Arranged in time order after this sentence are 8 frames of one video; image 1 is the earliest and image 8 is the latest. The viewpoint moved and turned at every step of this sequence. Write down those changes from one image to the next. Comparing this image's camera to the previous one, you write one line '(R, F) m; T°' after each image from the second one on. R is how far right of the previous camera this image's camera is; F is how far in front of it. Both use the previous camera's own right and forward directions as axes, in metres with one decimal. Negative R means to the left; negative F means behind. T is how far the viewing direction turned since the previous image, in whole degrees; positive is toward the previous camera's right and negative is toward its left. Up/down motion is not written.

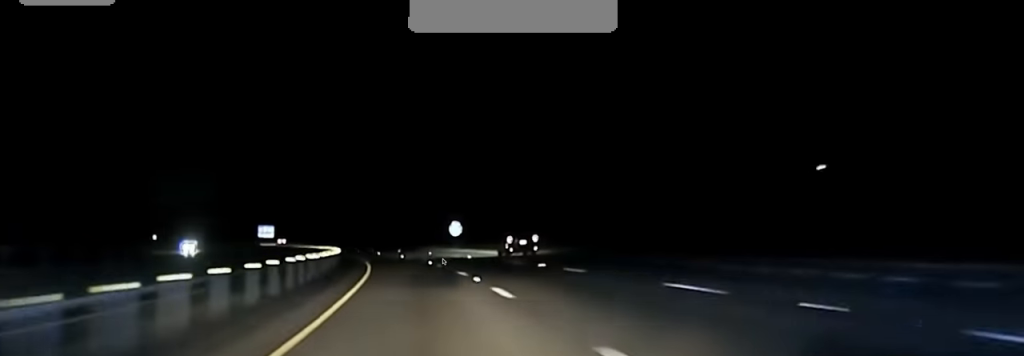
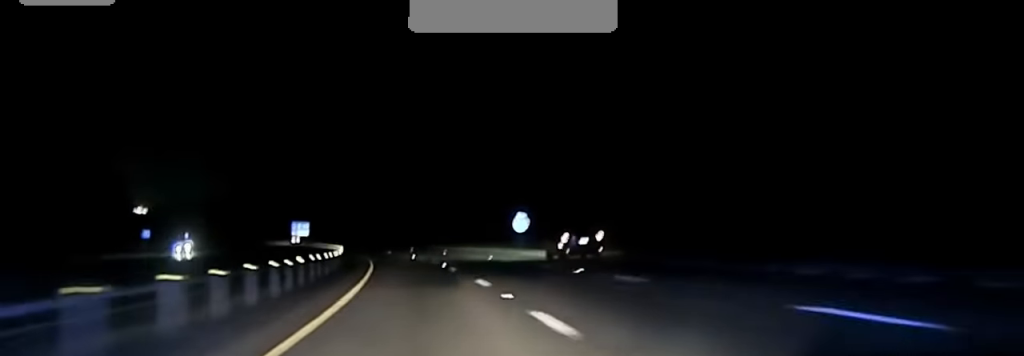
(-0.5, +30.6) m; -3°
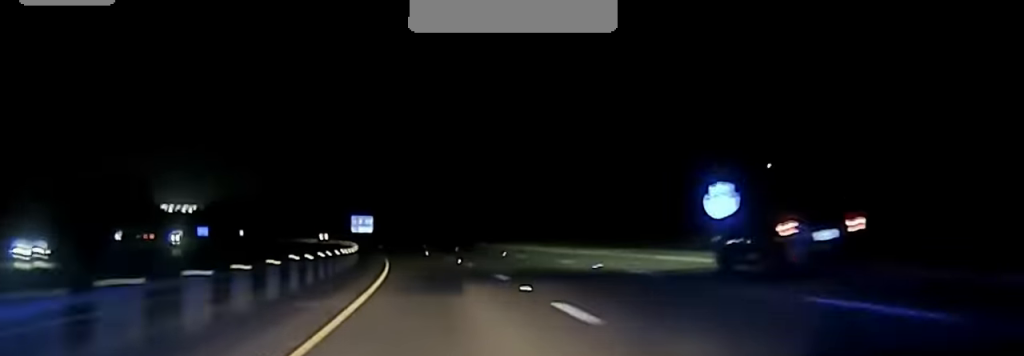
(-2.1, +44.9) m; -5°
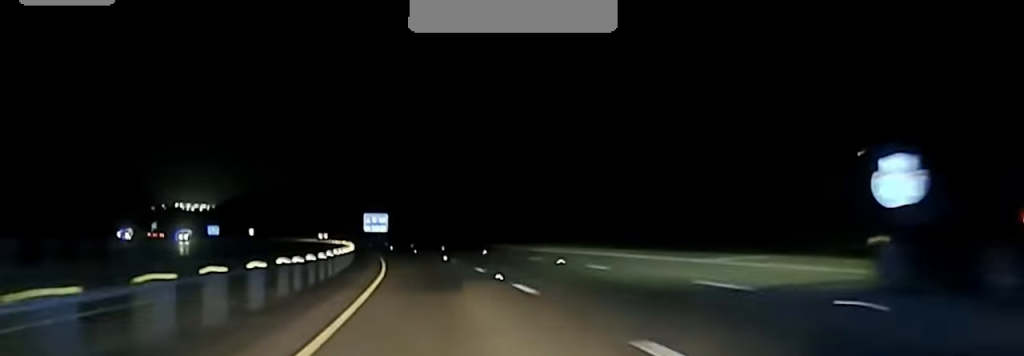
(-0.2, +20.5) m; -2°
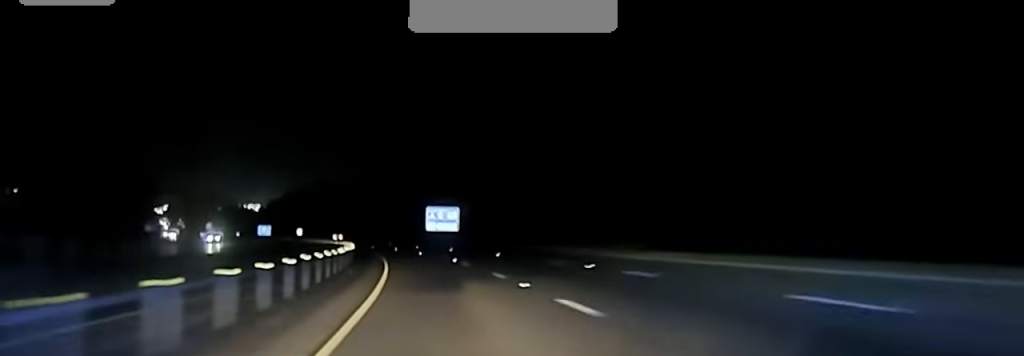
(-2.1, +52.8) m; -5°
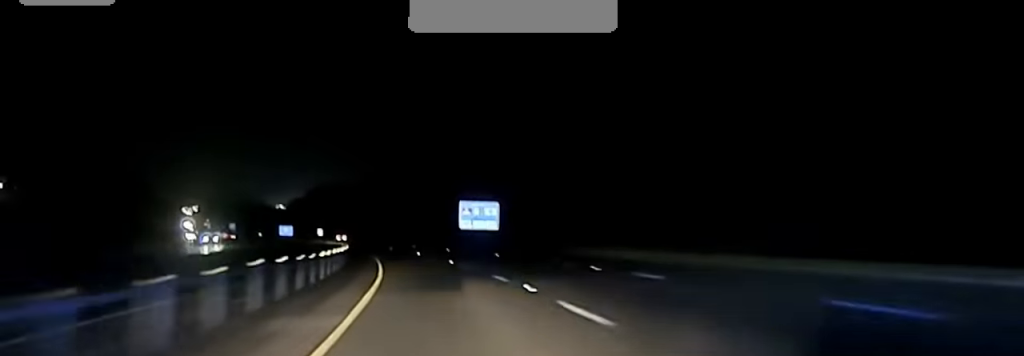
(-0.6, +26.3) m; -2°
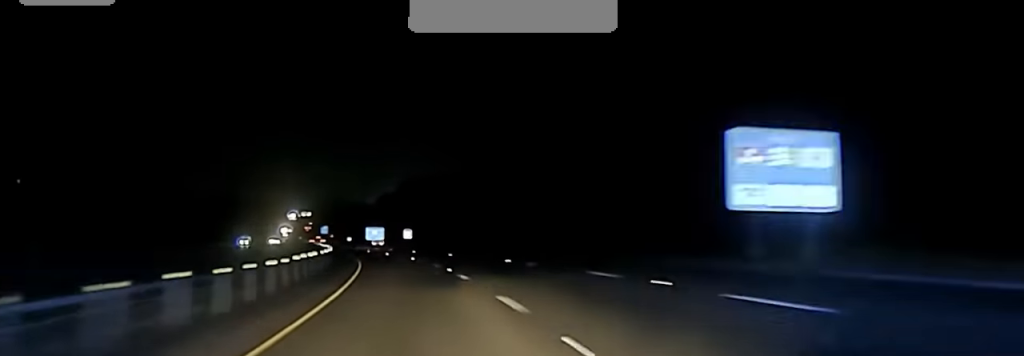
(-5.2, +81.3) m; -8°
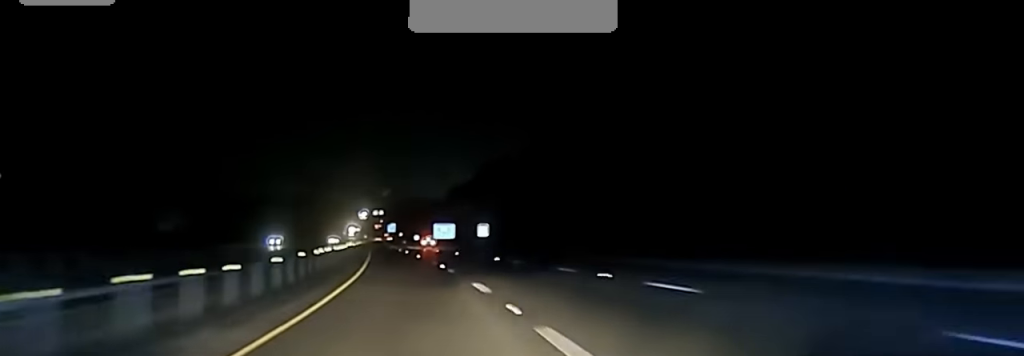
(-1.5, +43.3) m; -4°
